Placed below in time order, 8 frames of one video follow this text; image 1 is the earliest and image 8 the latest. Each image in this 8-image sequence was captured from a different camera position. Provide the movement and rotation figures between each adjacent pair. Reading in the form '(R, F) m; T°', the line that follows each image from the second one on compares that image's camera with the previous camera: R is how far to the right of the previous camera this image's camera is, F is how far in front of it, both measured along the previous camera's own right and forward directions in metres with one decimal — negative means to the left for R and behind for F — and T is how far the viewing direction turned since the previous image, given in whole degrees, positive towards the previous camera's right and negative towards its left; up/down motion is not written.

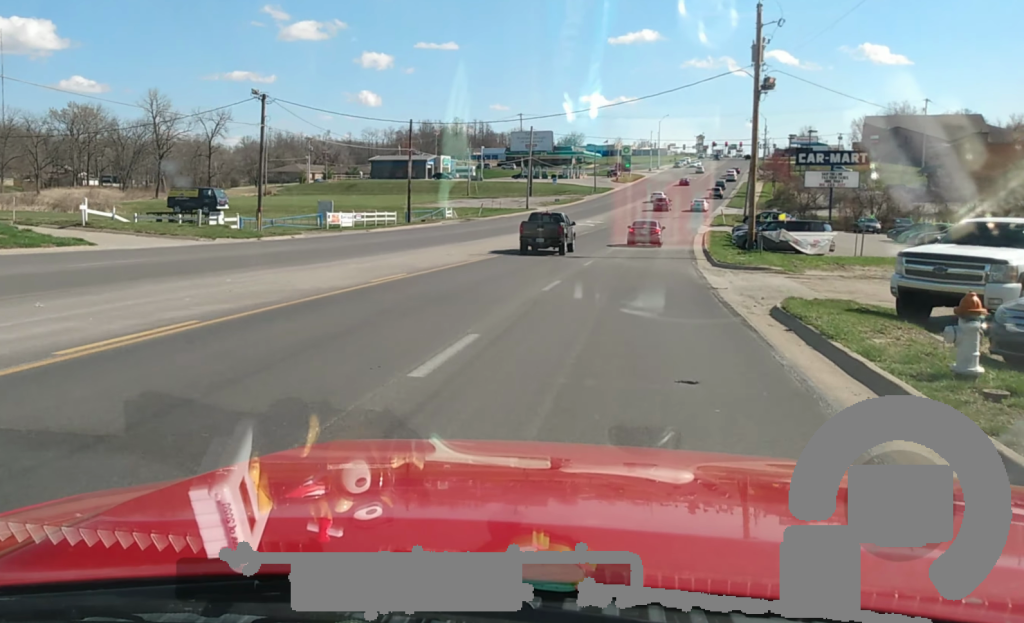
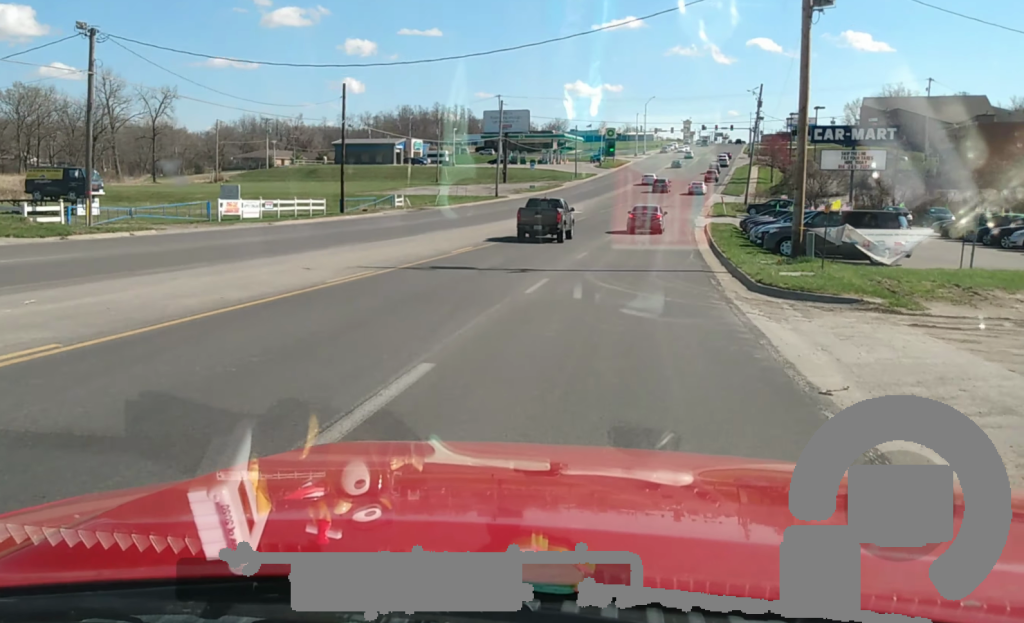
(0.0, +15.2) m; +2°
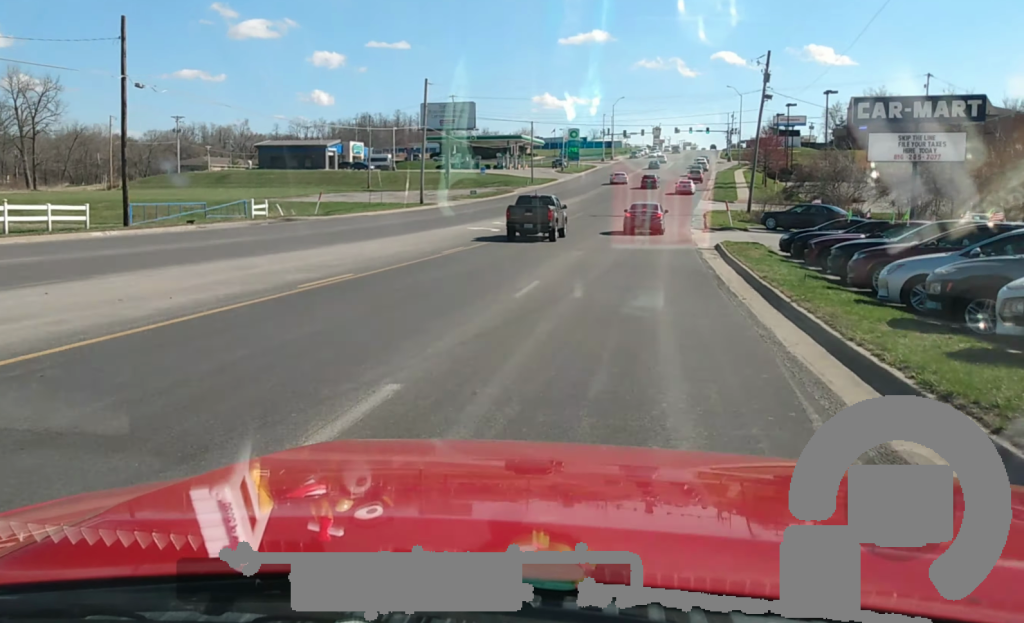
(+0.7, +24.1) m; +2°
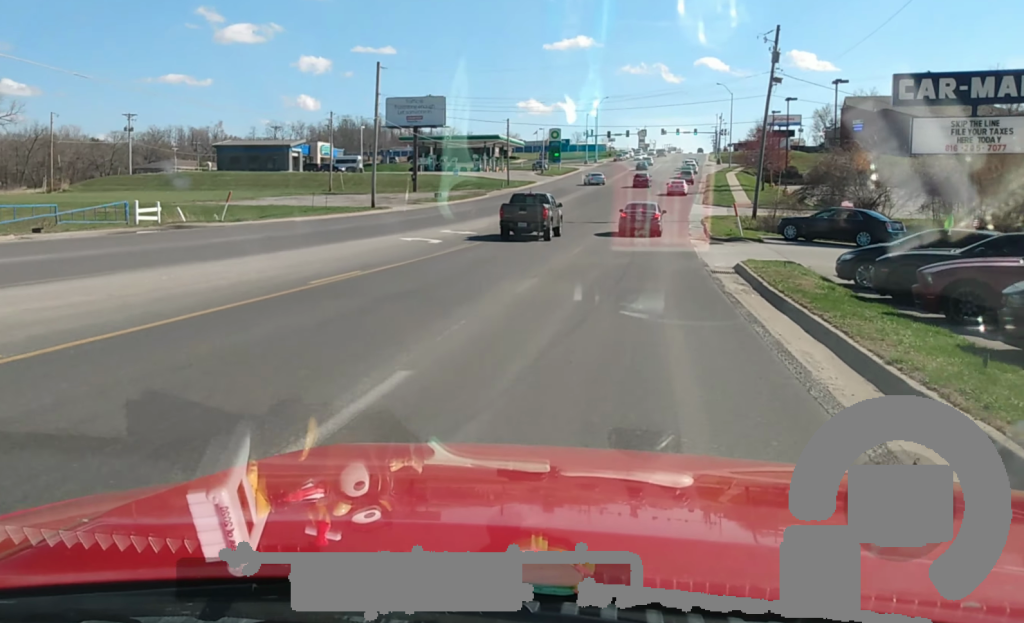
(0.0, +11.2) m; 0°
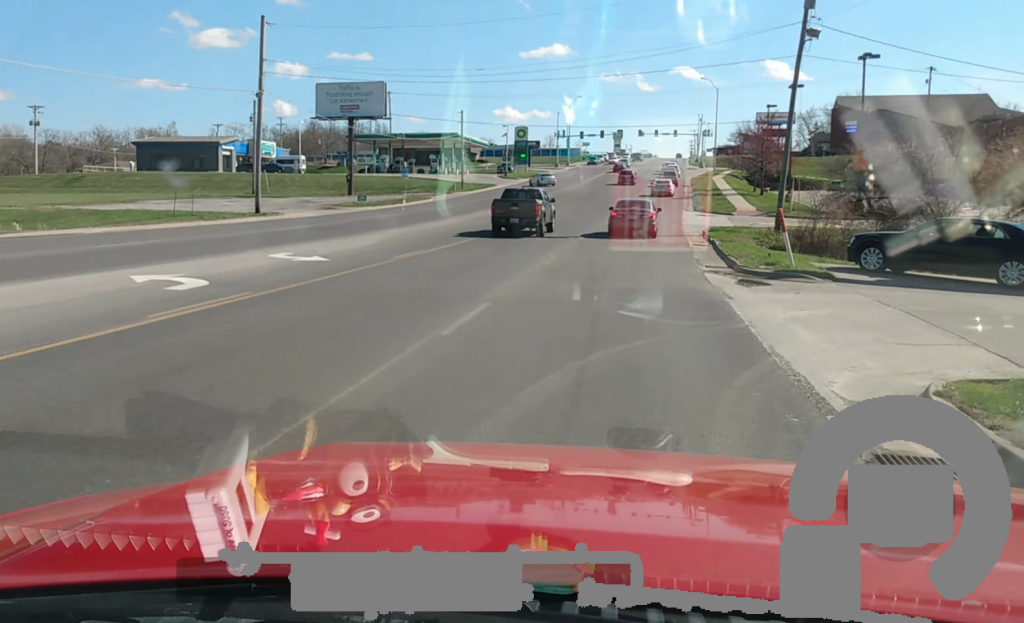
(+0.1, +17.4) m; +1°
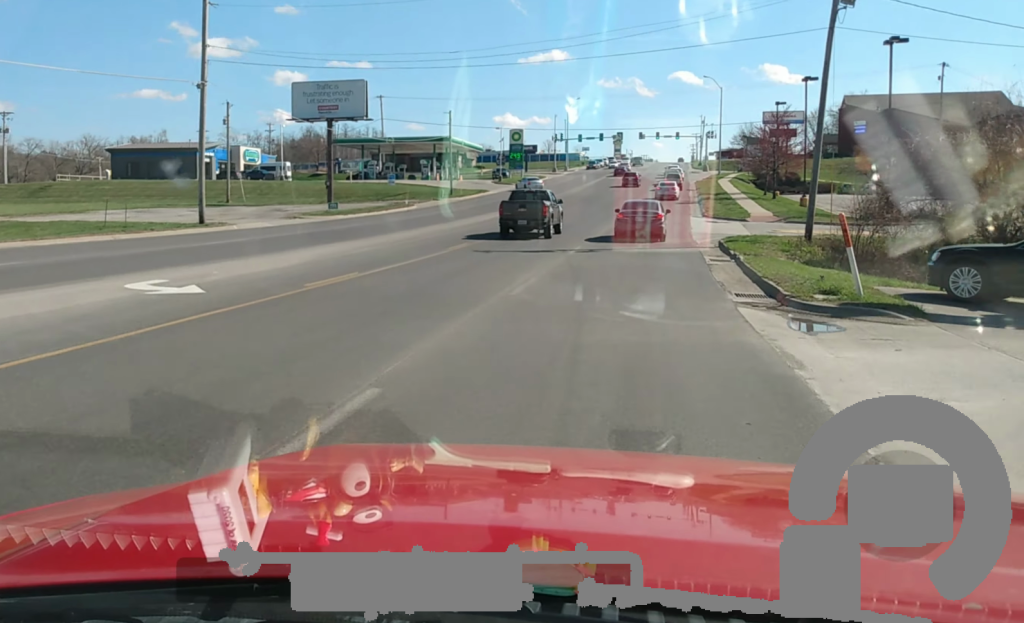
(+0.1, +6.9) m; 0°
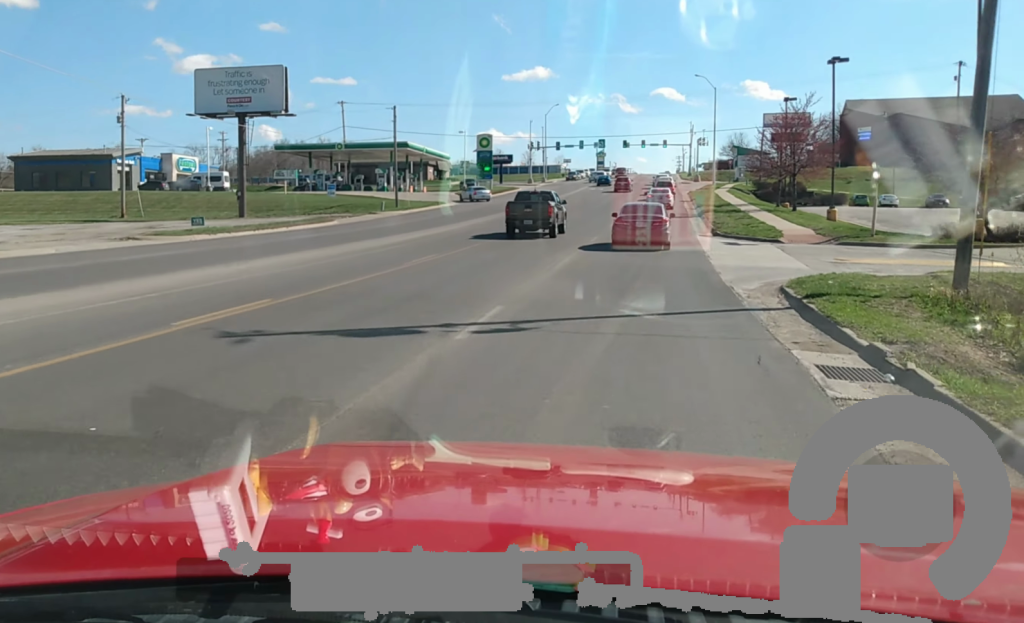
(+0.1, +17.0) m; +1°
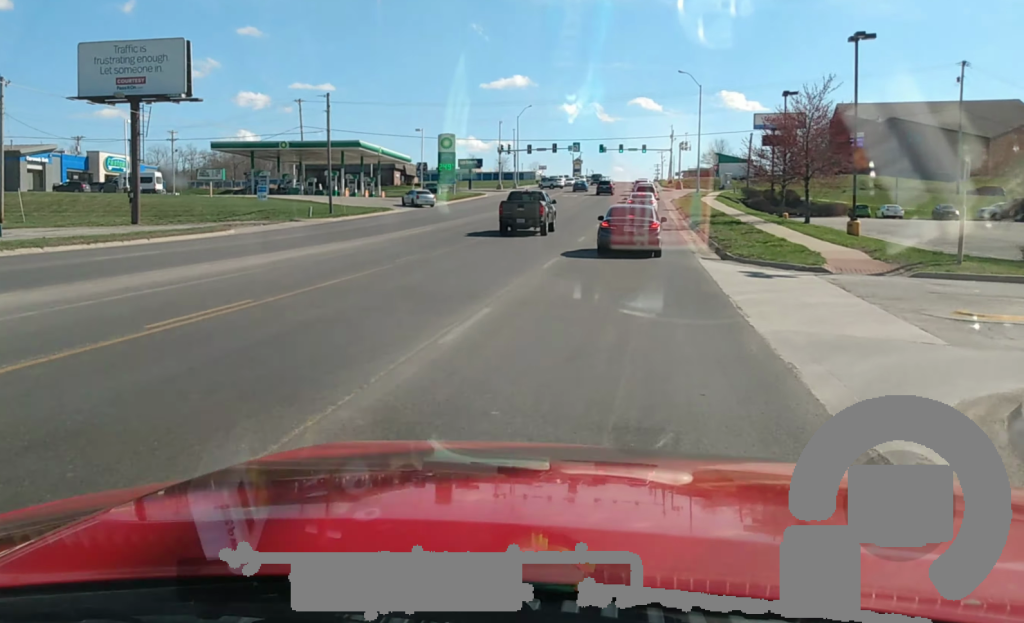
(+0.2, +12.0) m; +1°
